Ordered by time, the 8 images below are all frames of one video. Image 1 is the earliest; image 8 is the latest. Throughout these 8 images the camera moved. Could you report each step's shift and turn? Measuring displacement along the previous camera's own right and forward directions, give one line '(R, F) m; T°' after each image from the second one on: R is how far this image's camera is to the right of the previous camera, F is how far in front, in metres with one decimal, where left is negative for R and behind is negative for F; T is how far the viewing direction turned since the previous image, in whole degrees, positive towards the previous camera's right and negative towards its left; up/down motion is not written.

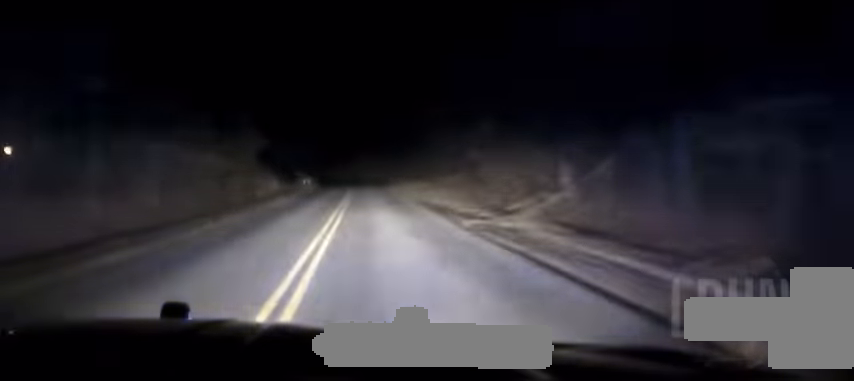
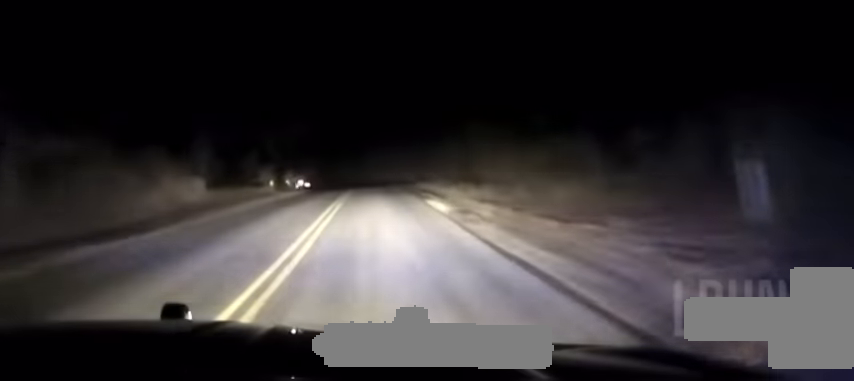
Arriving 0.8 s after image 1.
(-0.3, +30.2) m; -1°
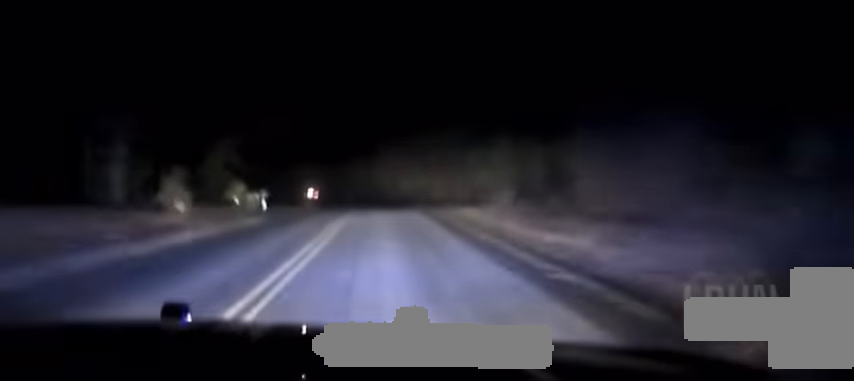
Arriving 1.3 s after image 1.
(-0.3, +22.0) m; -1°
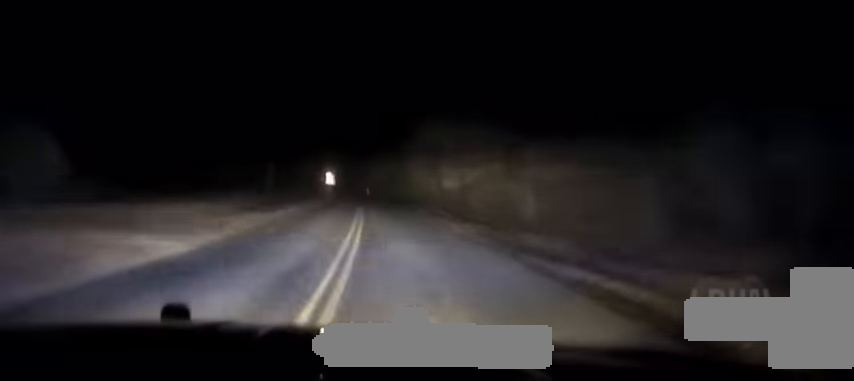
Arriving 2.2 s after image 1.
(-0.5, +38.9) m; -1°
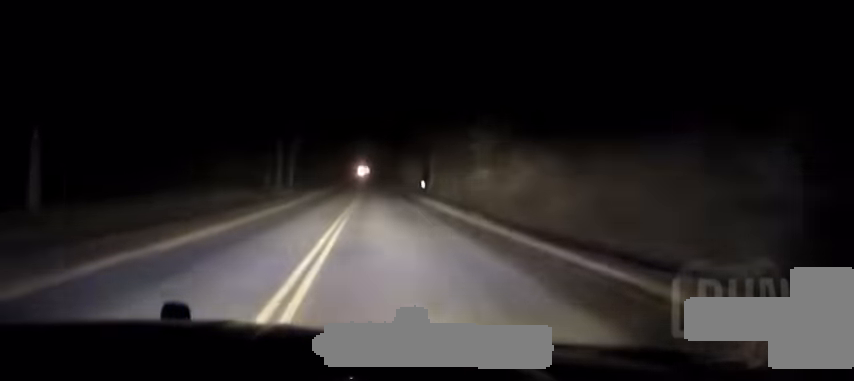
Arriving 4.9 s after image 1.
(-3.7, +122.3) m; -3°
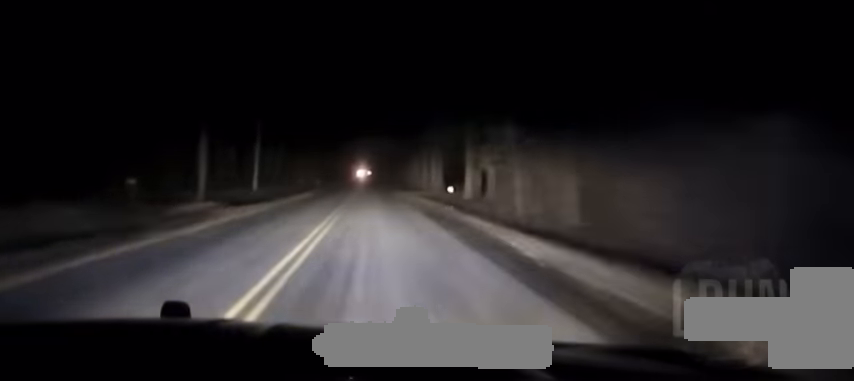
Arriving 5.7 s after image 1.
(+0.2, +37.6) m; 0°
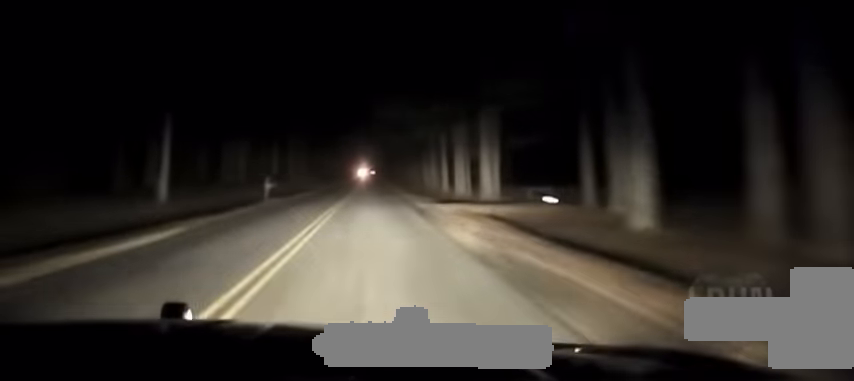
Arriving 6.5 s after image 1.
(-0.2, +37.6) m; 0°
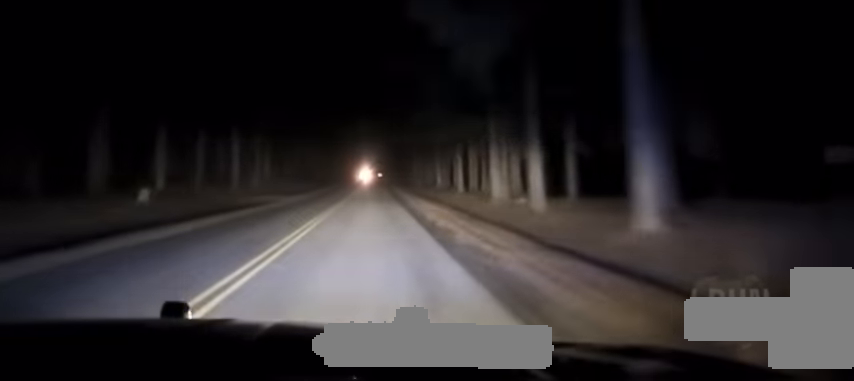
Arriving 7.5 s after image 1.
(-0.3, +48.8) m; 0°
